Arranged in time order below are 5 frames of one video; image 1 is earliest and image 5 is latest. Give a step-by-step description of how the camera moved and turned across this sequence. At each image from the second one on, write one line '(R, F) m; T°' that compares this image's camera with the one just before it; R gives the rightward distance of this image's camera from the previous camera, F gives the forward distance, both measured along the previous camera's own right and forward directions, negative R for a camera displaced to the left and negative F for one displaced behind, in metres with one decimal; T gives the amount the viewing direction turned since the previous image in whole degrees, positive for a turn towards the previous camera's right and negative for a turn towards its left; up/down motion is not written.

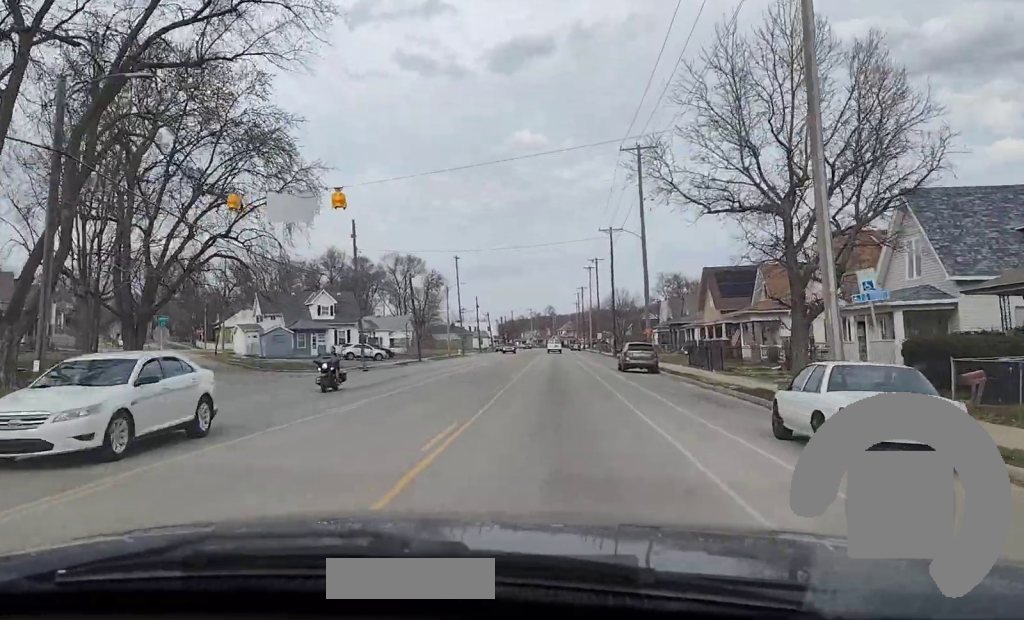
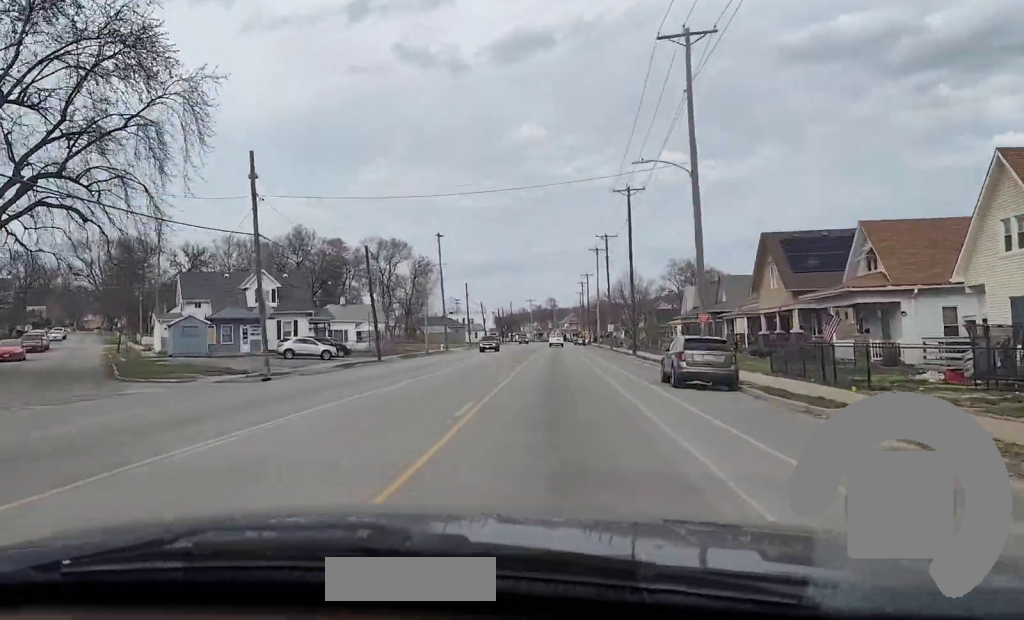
(0.0, +20.3) m; 0°
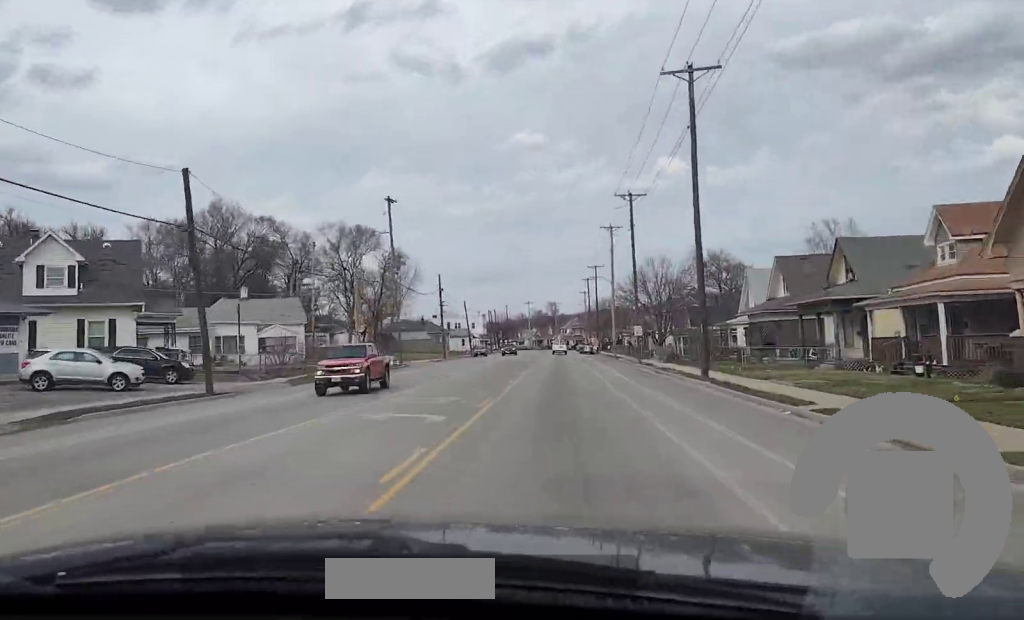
(+0.1, +30.7) m; 0°
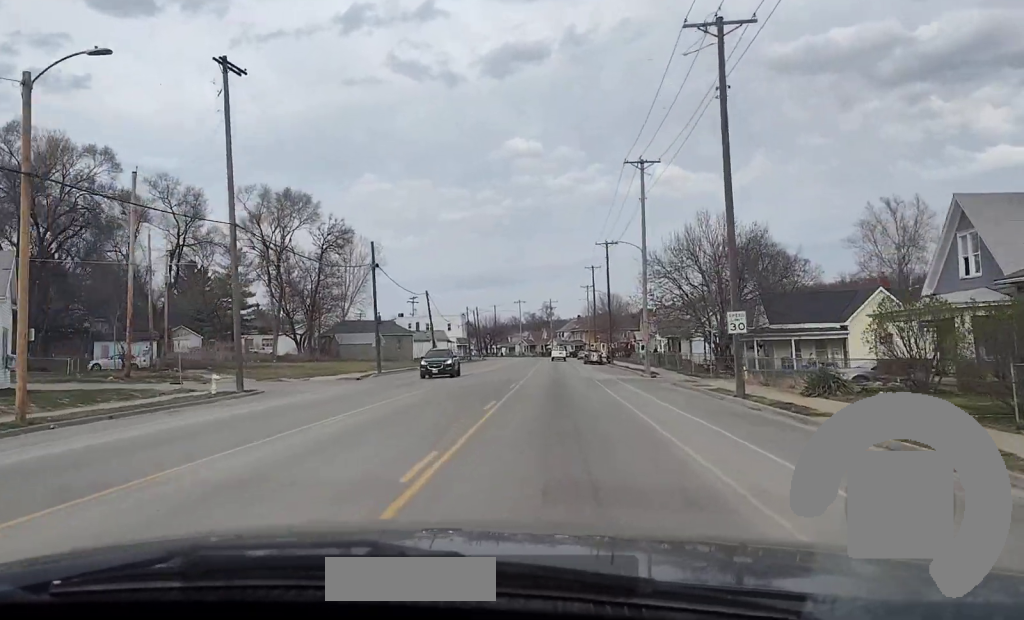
(0.0, +36.6) m; 0°
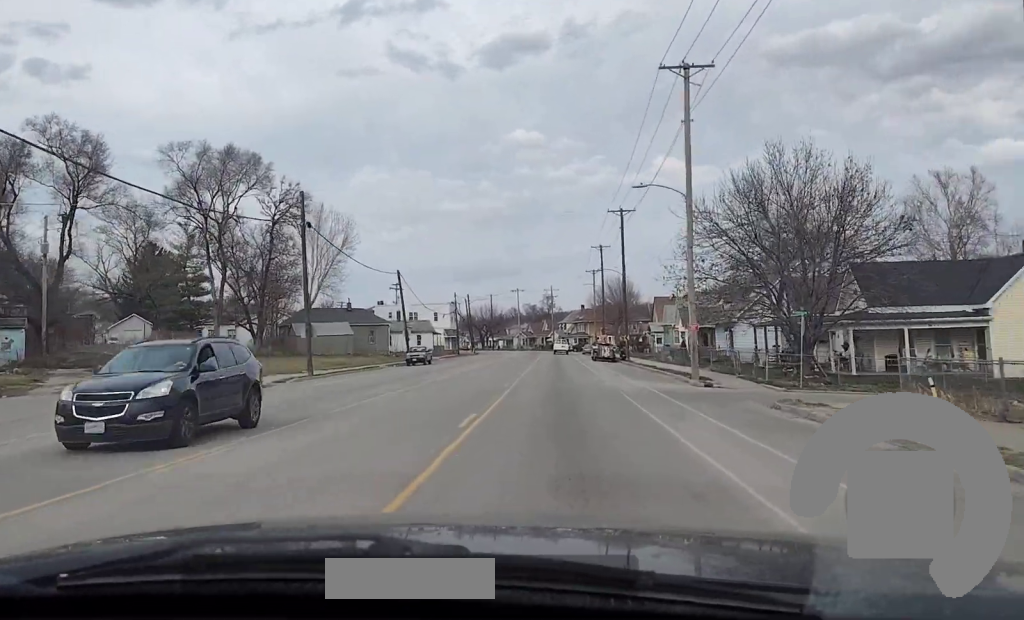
(0.0, +18.9) m; 0°
